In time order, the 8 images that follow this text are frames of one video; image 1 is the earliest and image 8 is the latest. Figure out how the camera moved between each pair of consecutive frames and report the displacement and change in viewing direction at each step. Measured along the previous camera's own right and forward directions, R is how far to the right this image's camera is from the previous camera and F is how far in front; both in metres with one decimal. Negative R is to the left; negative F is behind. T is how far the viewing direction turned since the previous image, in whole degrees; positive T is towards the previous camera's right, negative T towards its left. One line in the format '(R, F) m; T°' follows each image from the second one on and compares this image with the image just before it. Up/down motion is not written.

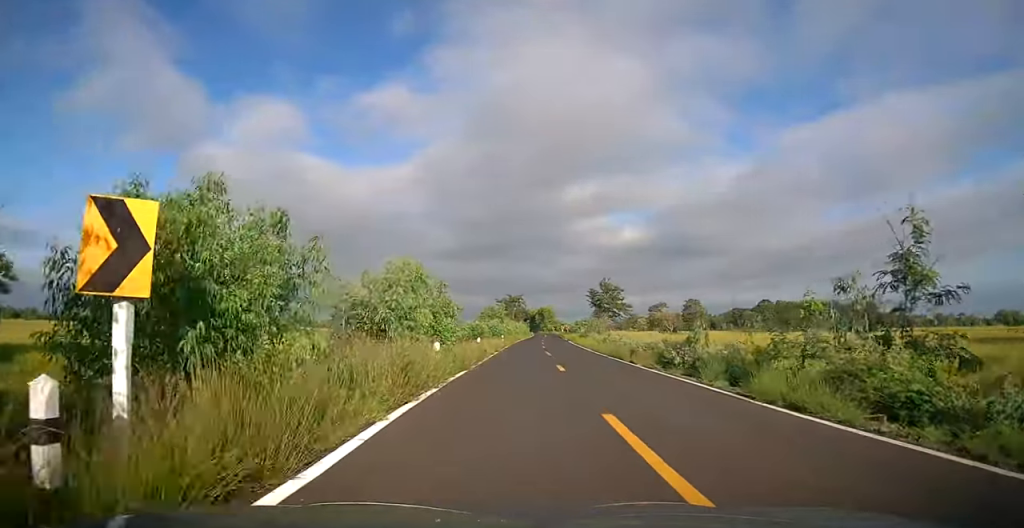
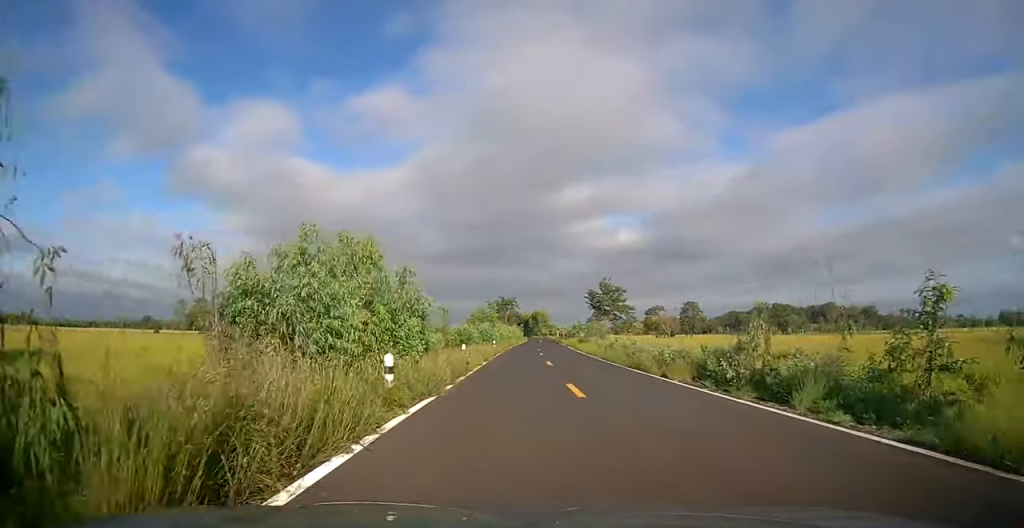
(+0.1, +5.9) m; +1°
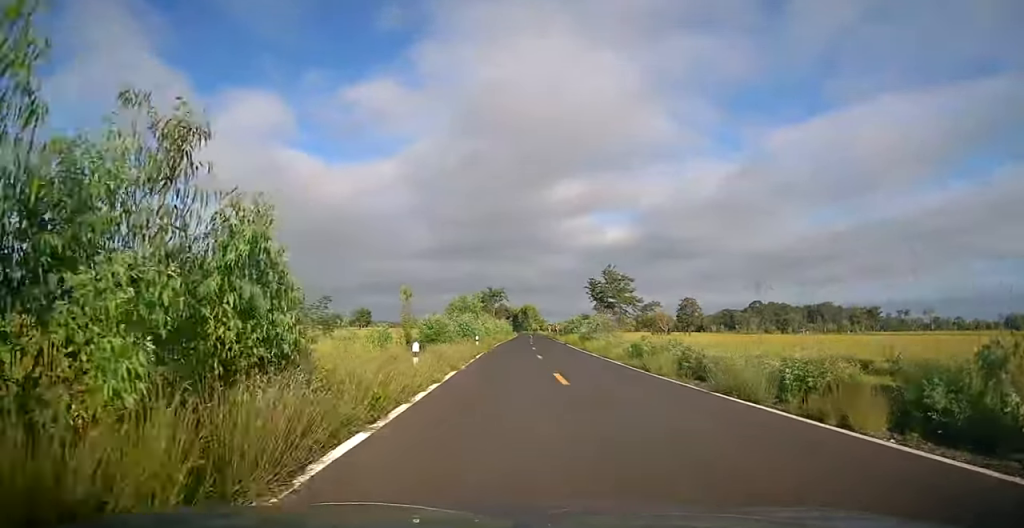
(+0.1, +10.4) m; +1°
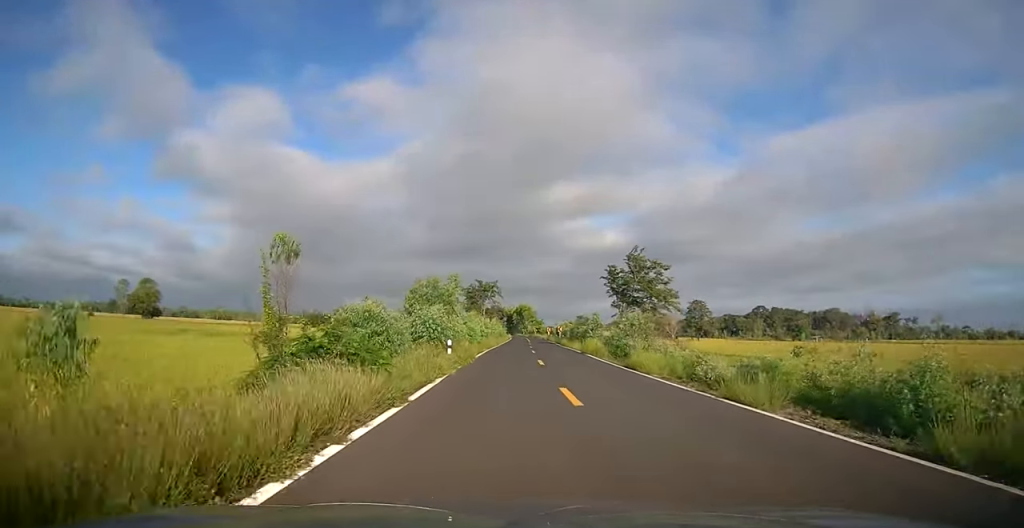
(+0.2, +15.4) m; +1°
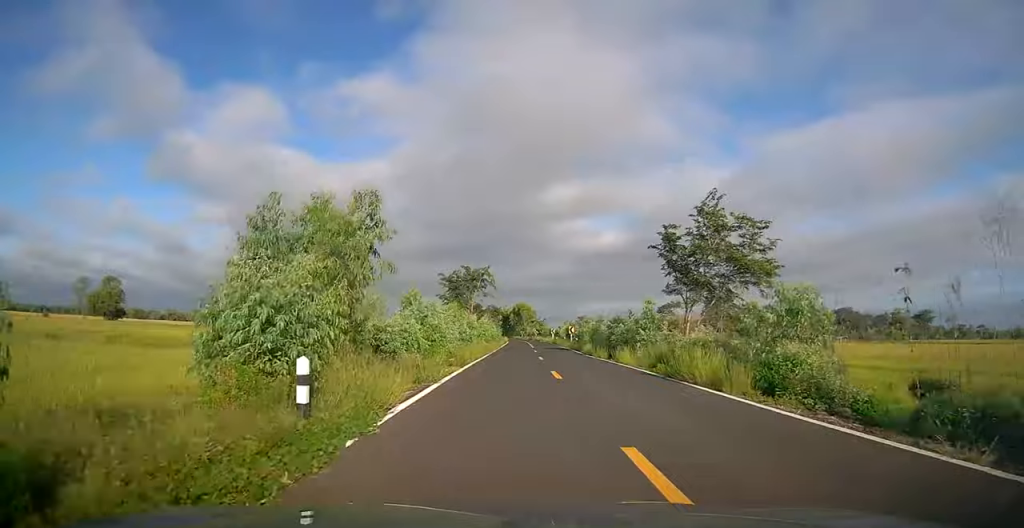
(+0.2, +18.5) m; +1°
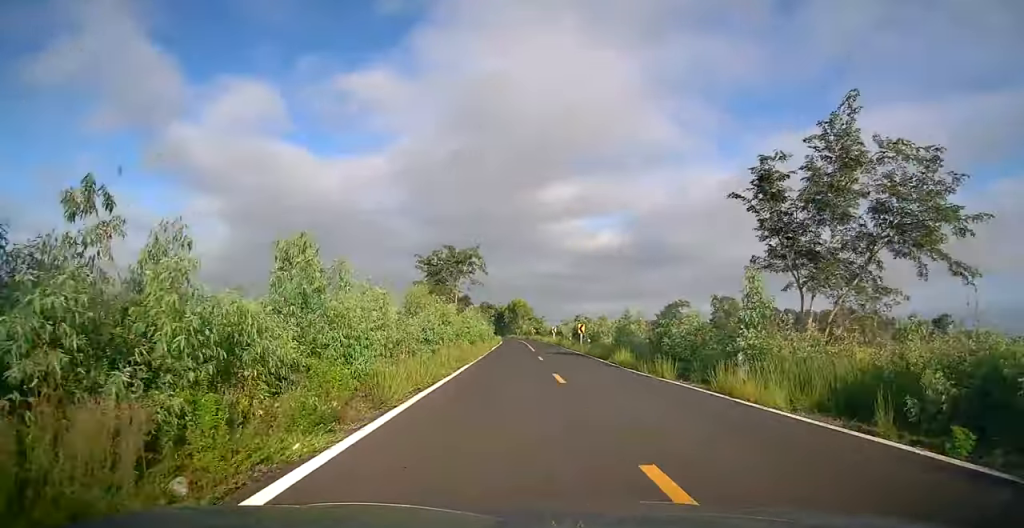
(+0.2, +12.6) m; -1°
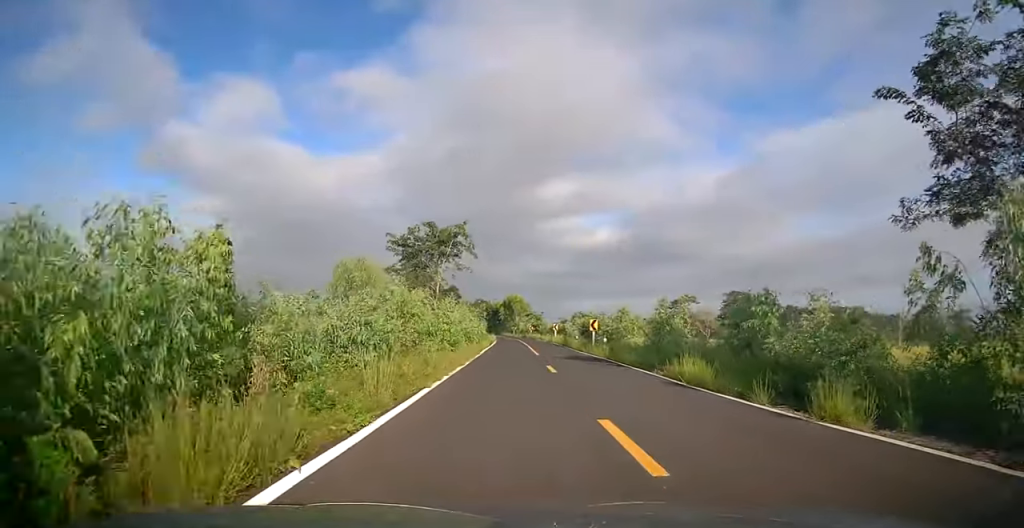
(-0.3, +9.4) m; 0°
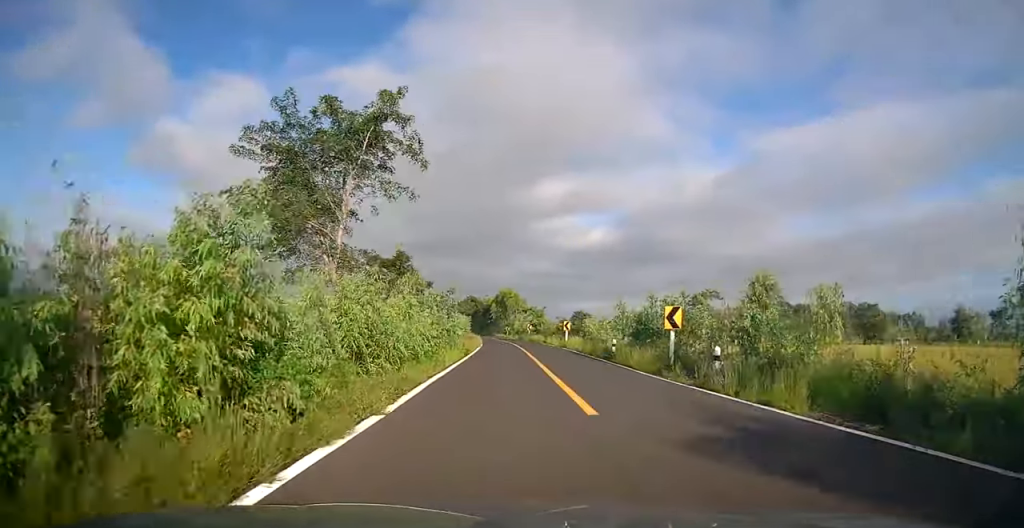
(+0.4, +20.7) m; +1°
